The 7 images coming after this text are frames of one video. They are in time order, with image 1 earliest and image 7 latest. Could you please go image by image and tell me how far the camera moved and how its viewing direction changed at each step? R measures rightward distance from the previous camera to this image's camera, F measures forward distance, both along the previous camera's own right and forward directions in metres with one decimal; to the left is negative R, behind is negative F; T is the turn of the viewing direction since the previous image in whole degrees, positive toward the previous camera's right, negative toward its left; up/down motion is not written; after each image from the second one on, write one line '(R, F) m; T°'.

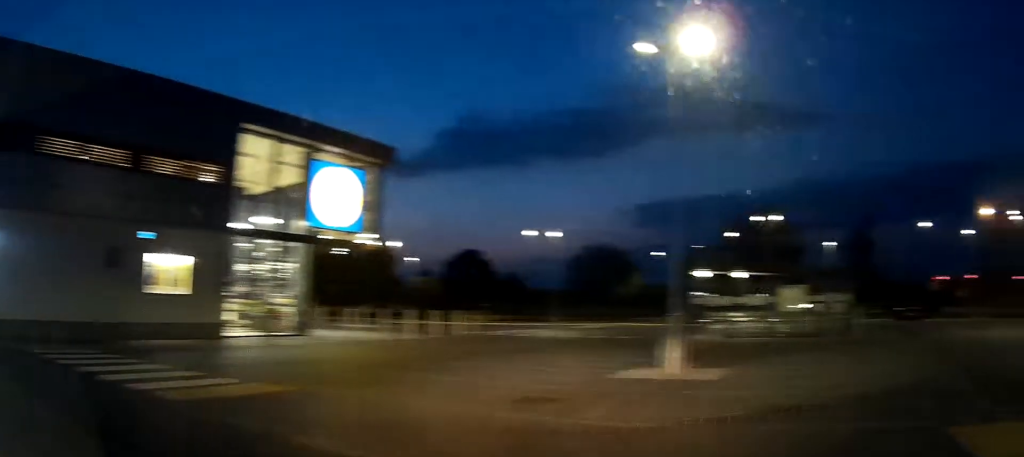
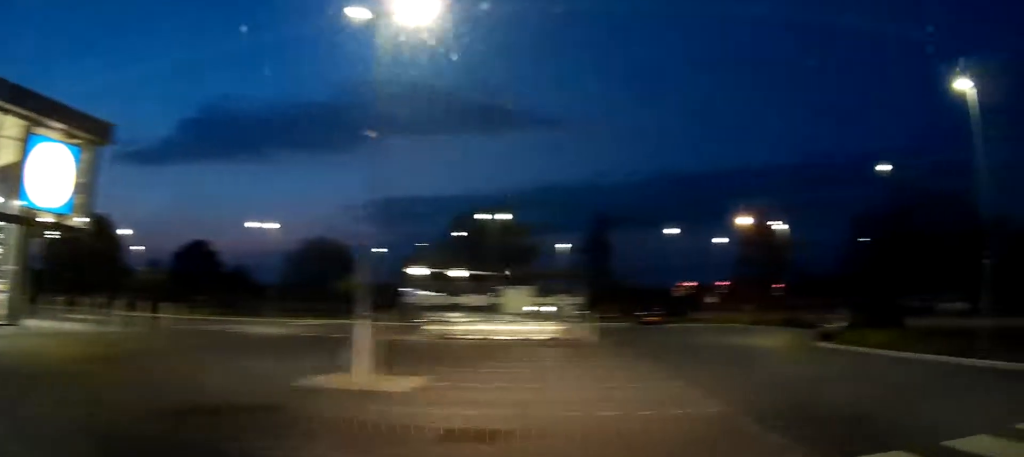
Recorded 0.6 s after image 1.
(+0.3, +1.6) m; +25°
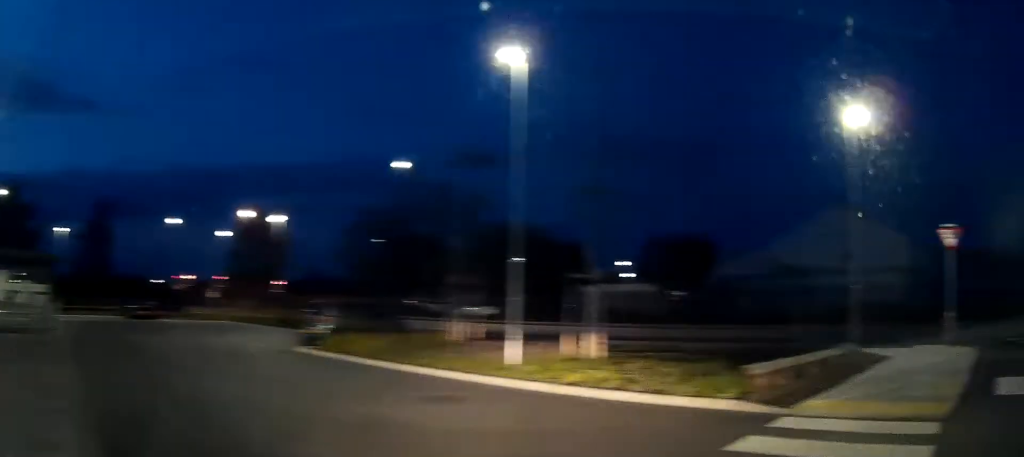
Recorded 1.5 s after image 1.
(+0.9, +2.5) m; +43°
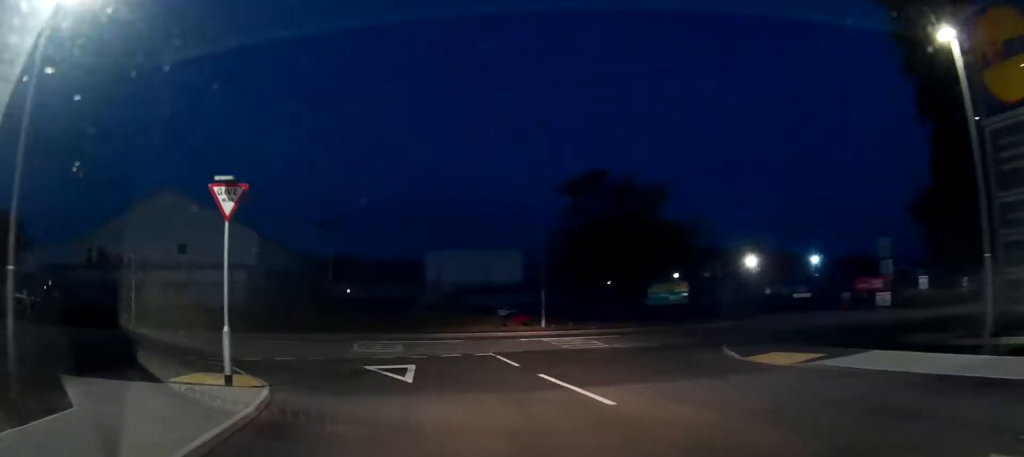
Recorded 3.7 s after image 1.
(+4.4, +4.9) m; +59°
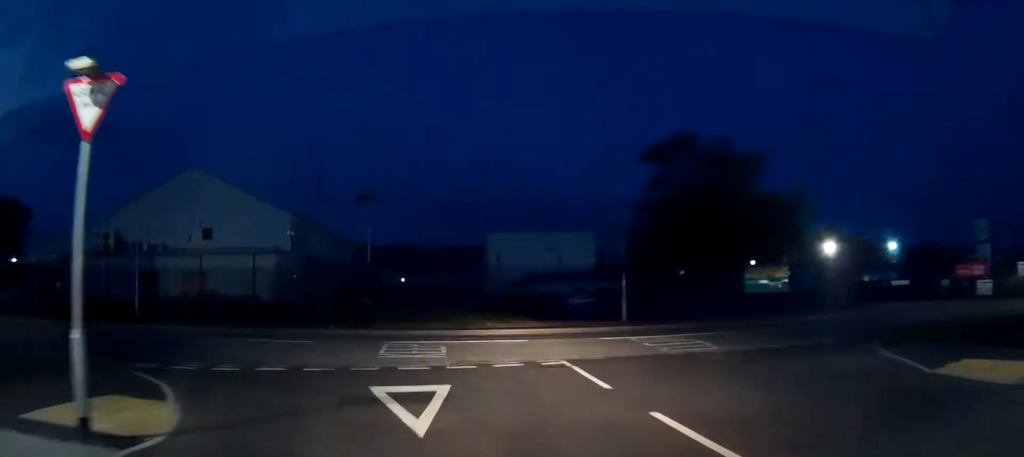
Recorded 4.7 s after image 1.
(+0.4, +4.3) m; +8°
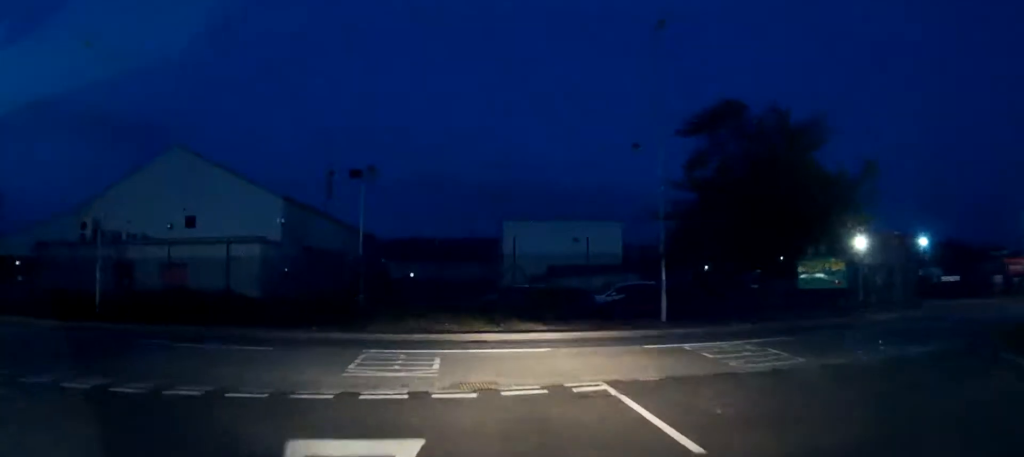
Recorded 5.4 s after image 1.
(+0.1, +4.0) m; +5°
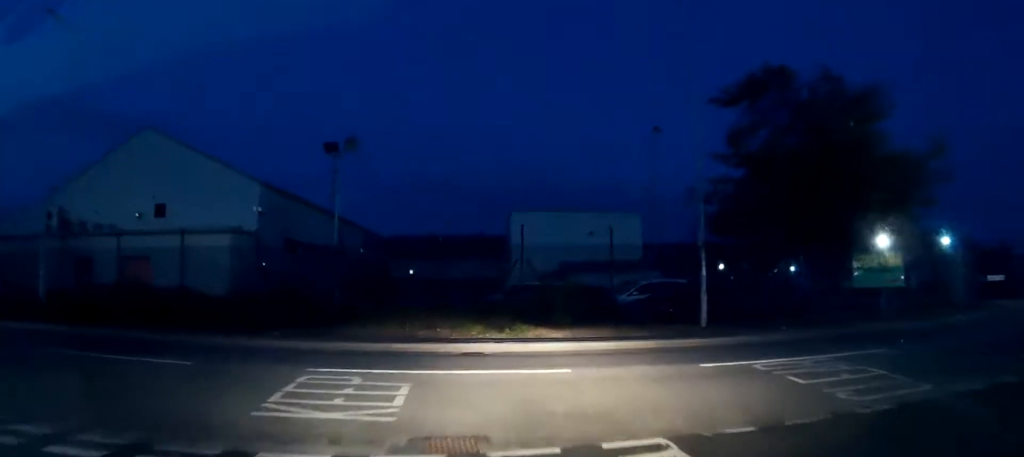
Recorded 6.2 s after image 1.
(+0.3, +4.5) m; 0°
